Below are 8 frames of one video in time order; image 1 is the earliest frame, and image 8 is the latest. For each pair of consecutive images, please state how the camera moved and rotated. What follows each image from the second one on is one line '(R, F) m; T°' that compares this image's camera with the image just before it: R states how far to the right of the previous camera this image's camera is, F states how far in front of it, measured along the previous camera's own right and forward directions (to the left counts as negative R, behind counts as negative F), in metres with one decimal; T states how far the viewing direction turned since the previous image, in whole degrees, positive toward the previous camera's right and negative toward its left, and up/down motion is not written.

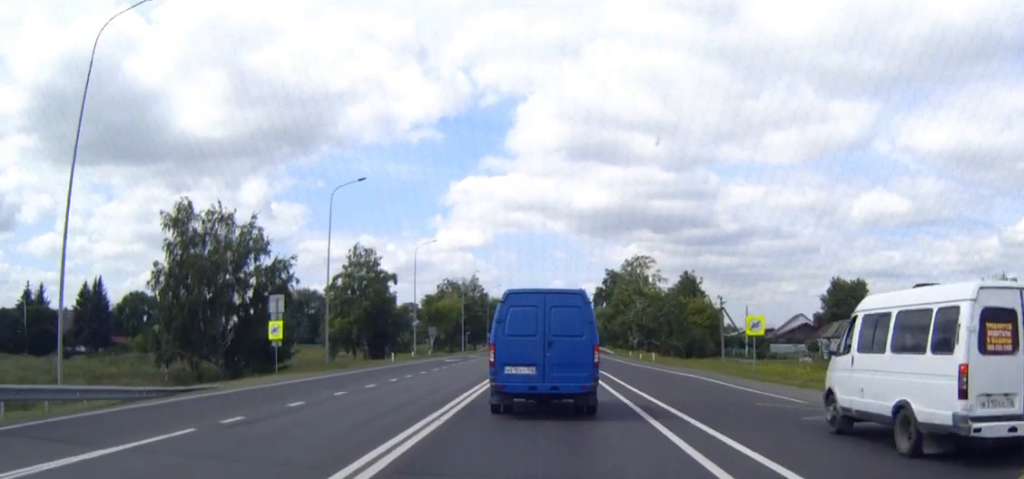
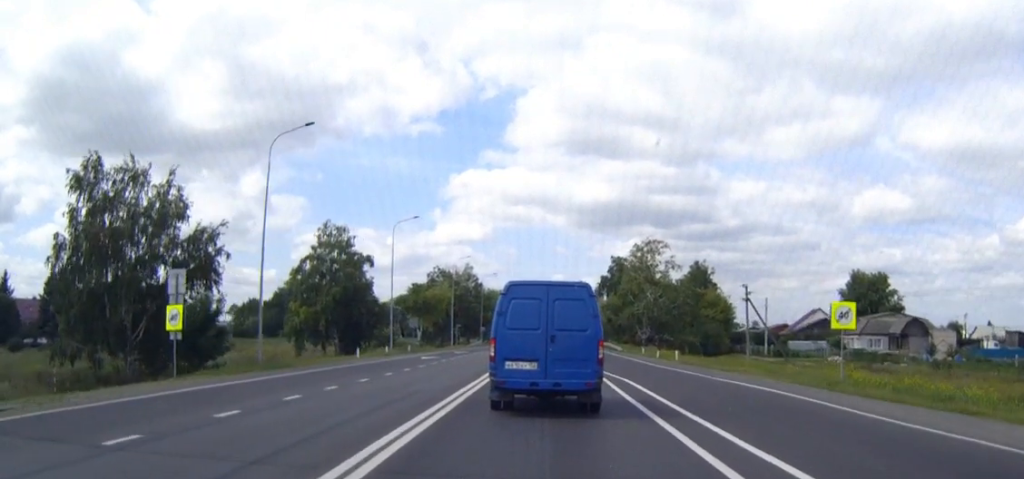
(0.0, +11.8) m; 0°
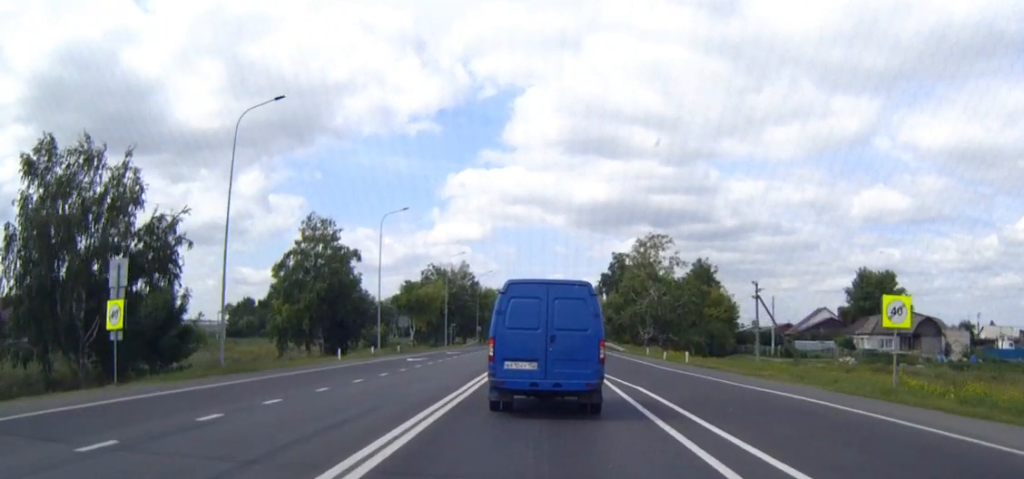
(0.0, +4.9) m; 0°
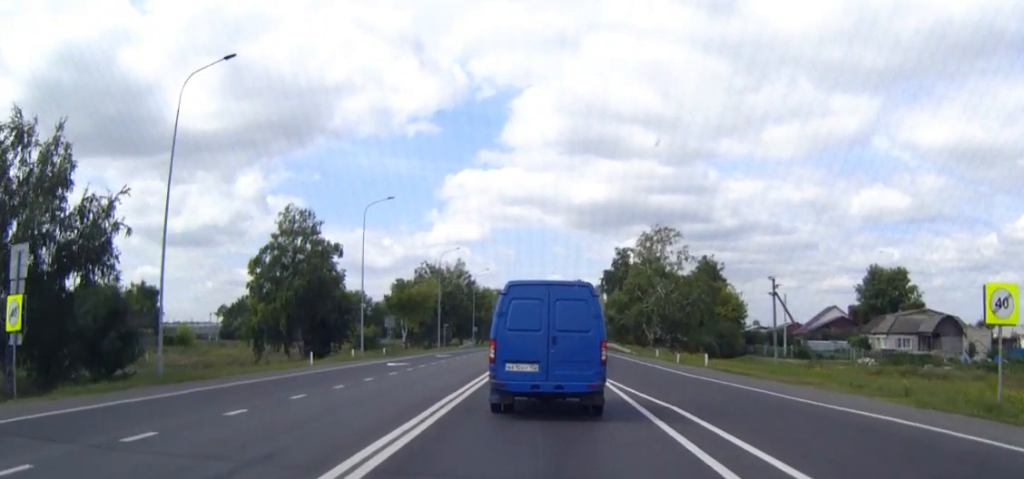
(0.0, +6.5) m; 0°
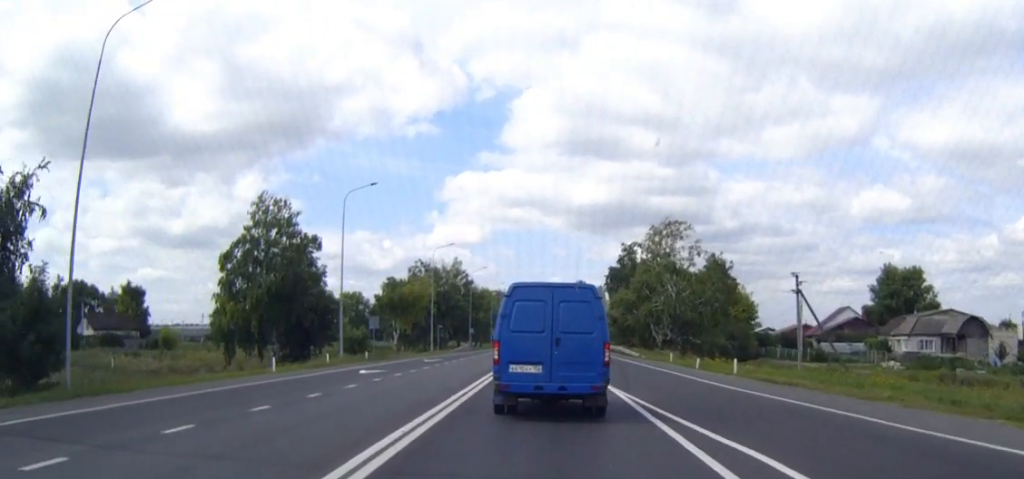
(0.0, +7.0) m; 0°
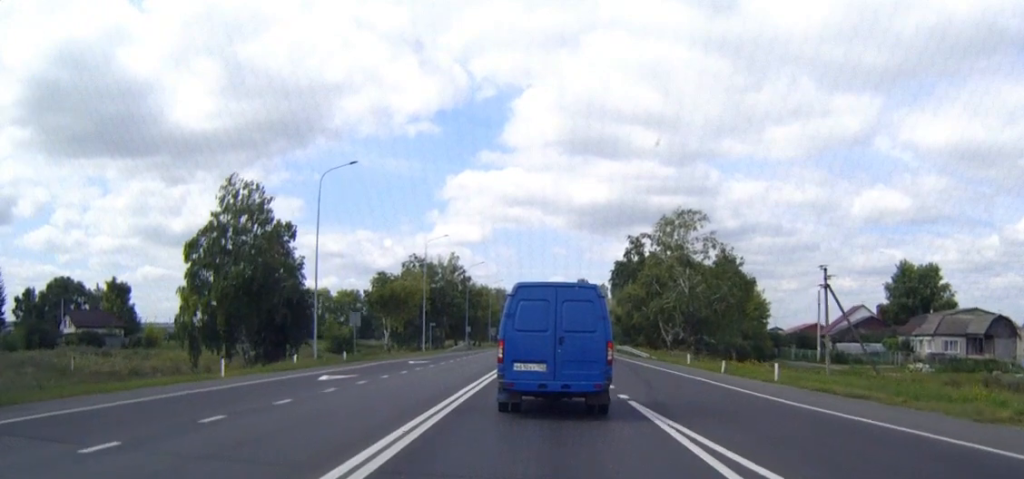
(0.0, +6.8) m; 0°
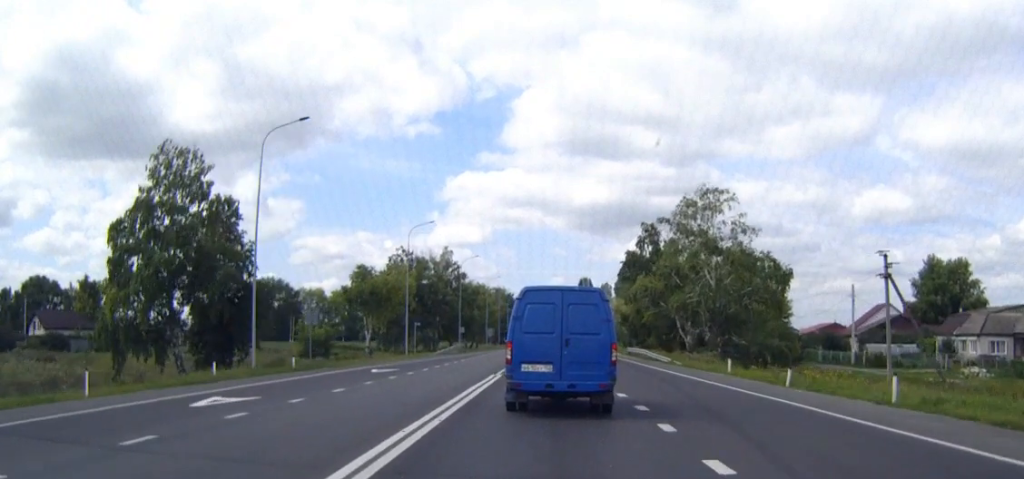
(0.0, +11.0) m; 0°
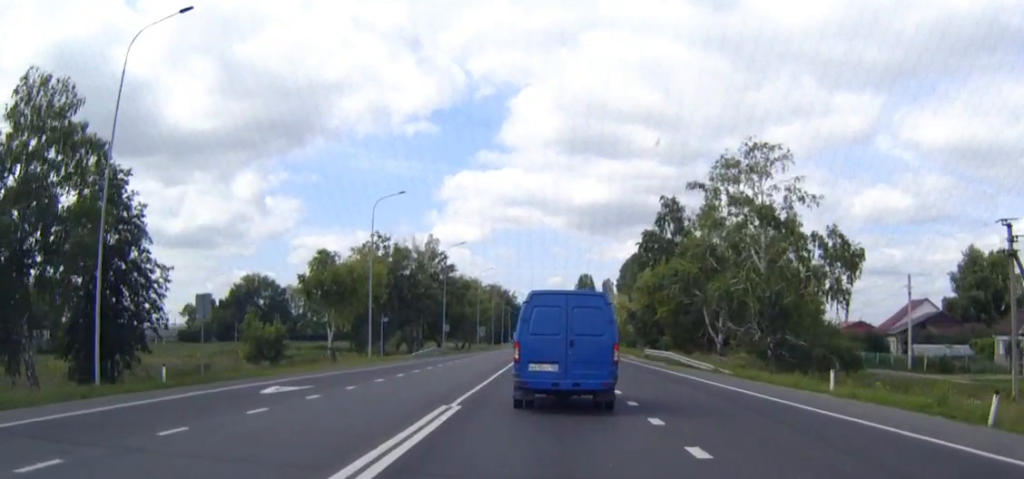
(0.0, +14.5) m; 0°
